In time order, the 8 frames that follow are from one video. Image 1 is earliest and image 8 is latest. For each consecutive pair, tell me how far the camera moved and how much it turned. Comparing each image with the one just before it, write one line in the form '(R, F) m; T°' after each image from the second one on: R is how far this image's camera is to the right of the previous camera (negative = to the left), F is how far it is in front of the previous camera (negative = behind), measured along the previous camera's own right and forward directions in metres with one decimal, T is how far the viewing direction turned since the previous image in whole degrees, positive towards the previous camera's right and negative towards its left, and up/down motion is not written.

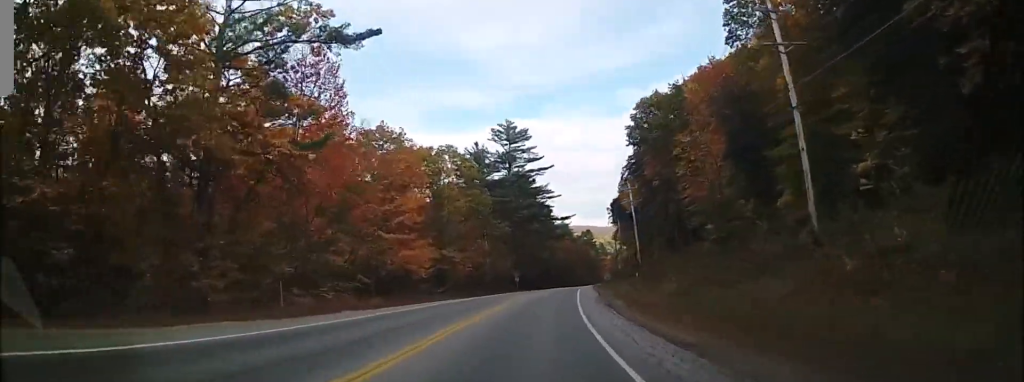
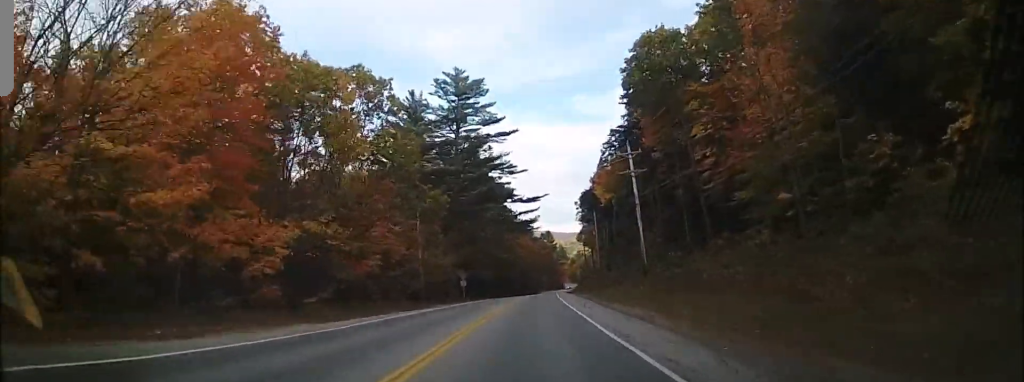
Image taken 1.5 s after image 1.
(+0.3, +27.2) m; +3°
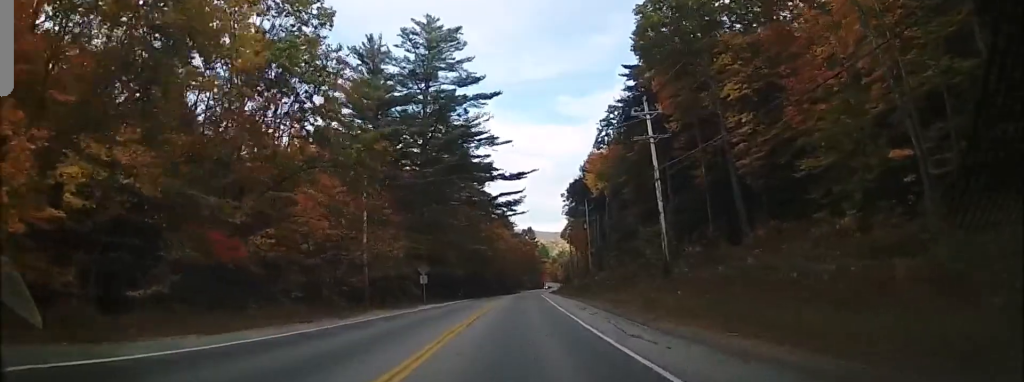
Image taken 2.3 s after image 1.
(+0.4, +14.5) m; 0°
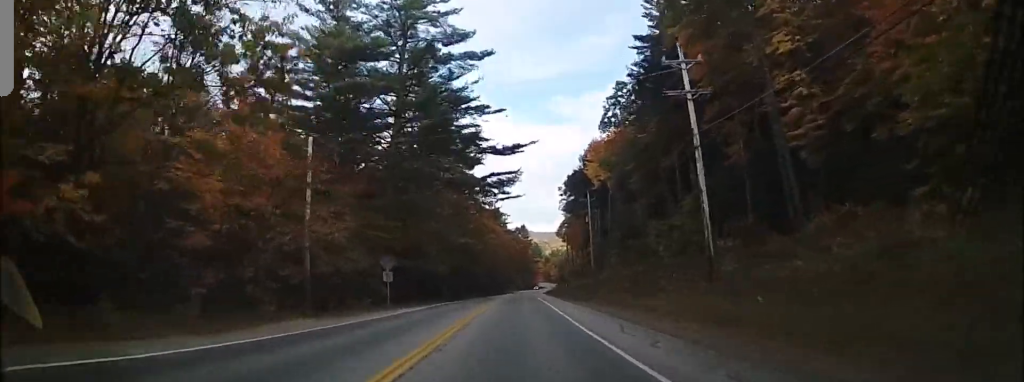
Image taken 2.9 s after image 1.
(-0.2, +10.8) m; -1°
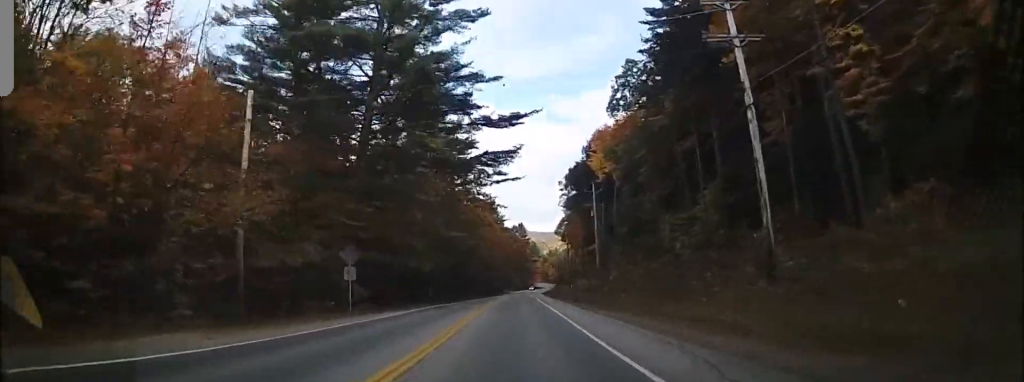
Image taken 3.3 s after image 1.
(-0.1, +7.8) m; -1°
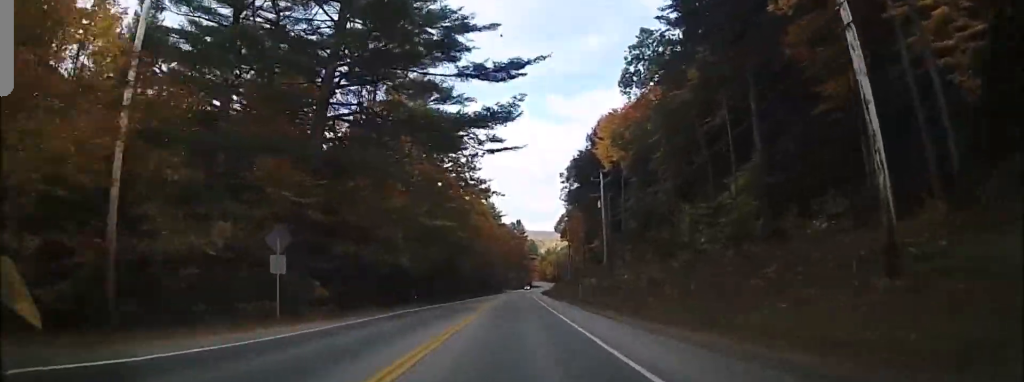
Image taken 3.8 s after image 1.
(0.0, +8.3) m; 0°
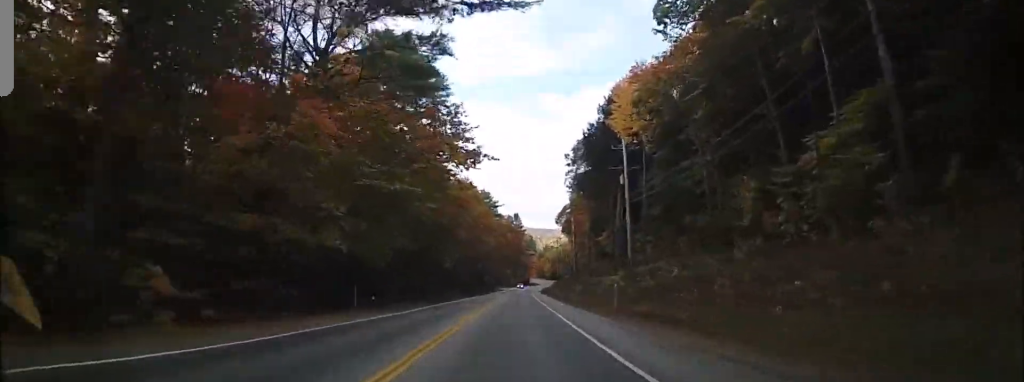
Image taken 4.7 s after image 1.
(+0.1, +15.4) m; +1°
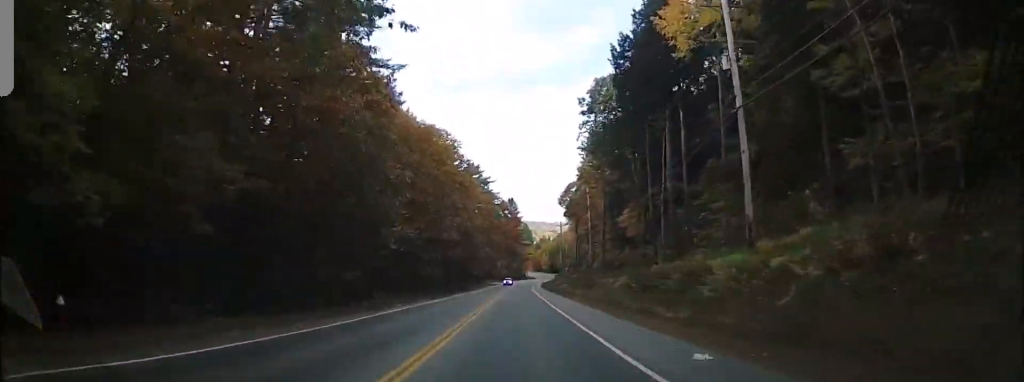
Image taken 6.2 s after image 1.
(-0.1, +27.9) m; 0°
